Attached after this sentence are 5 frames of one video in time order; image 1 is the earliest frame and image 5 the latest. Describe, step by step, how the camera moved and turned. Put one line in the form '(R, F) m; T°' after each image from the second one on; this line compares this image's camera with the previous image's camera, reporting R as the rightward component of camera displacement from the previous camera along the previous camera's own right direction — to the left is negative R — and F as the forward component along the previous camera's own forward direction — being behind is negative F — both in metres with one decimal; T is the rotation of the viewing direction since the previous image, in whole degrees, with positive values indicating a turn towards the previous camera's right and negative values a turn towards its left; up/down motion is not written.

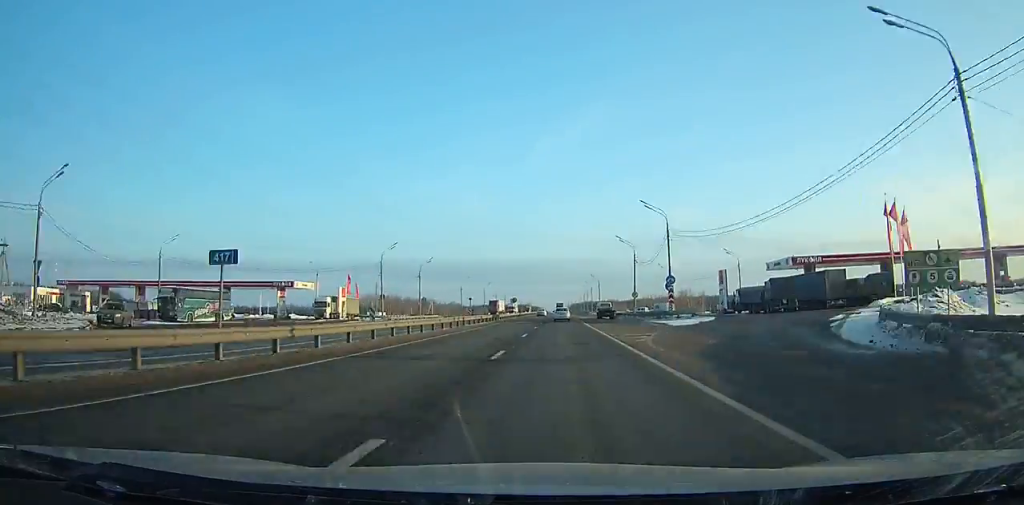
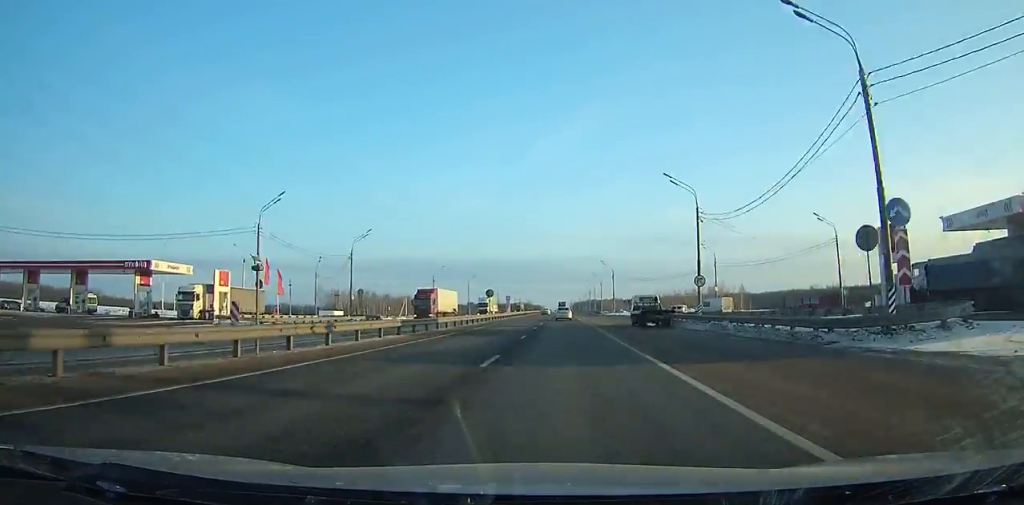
(+0.2, +38.1) m; 0°
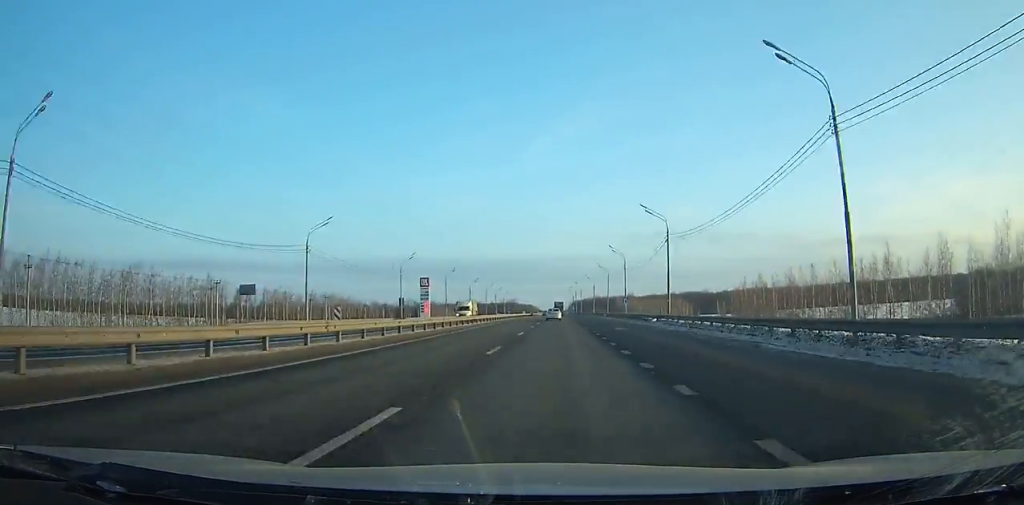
(+0.3, +180.0) m; 0°
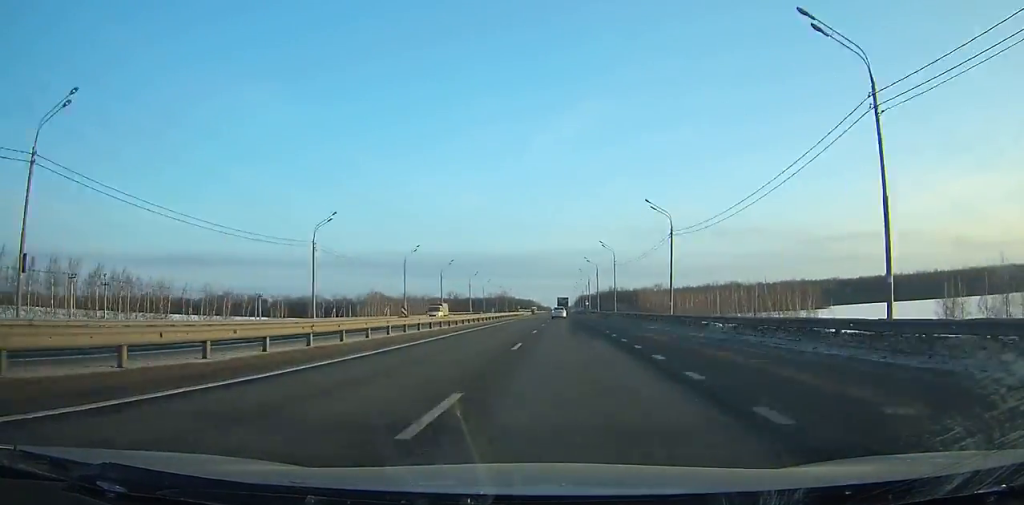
(-0.3, +107.9) m; 0°
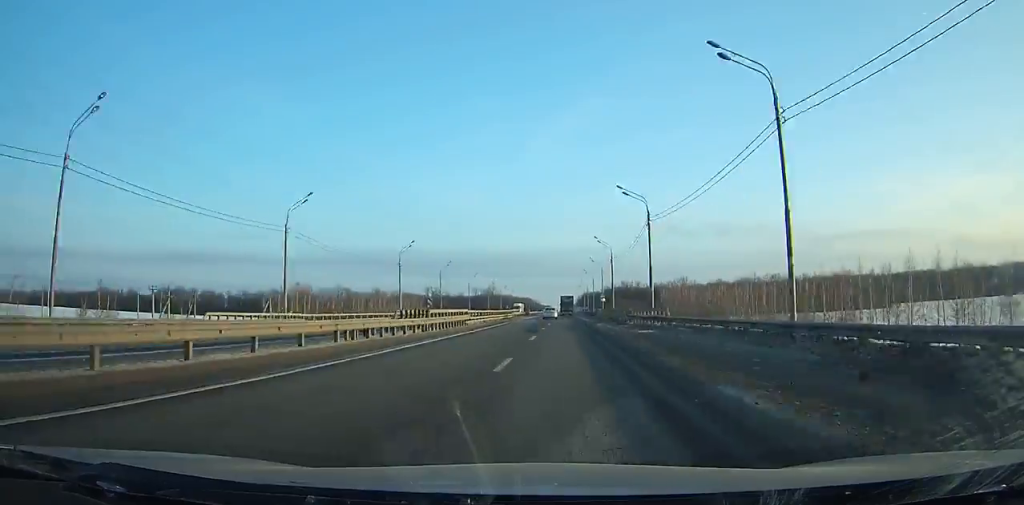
(0.0, +66.5) m; 0°
